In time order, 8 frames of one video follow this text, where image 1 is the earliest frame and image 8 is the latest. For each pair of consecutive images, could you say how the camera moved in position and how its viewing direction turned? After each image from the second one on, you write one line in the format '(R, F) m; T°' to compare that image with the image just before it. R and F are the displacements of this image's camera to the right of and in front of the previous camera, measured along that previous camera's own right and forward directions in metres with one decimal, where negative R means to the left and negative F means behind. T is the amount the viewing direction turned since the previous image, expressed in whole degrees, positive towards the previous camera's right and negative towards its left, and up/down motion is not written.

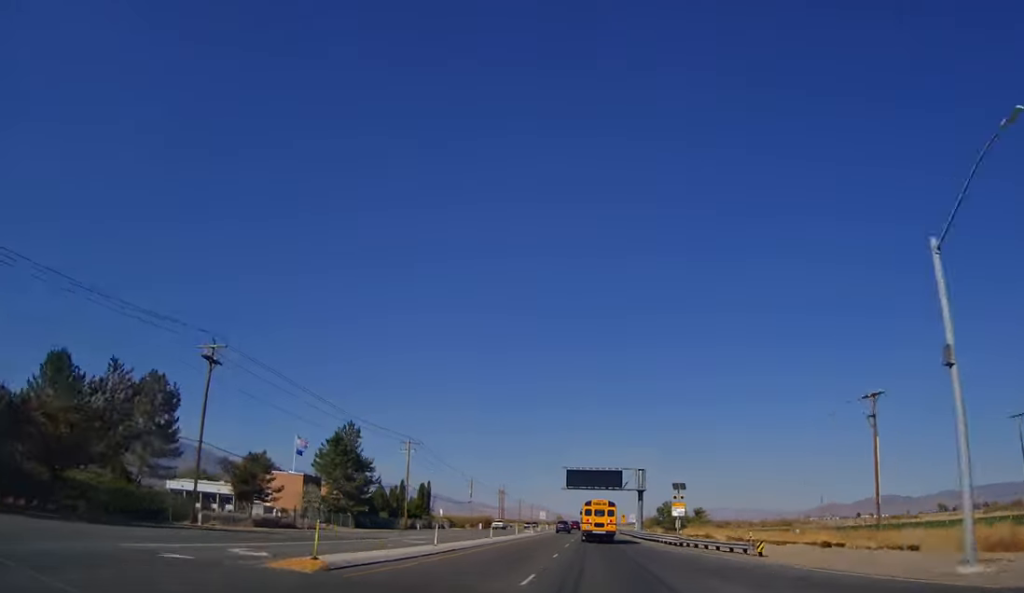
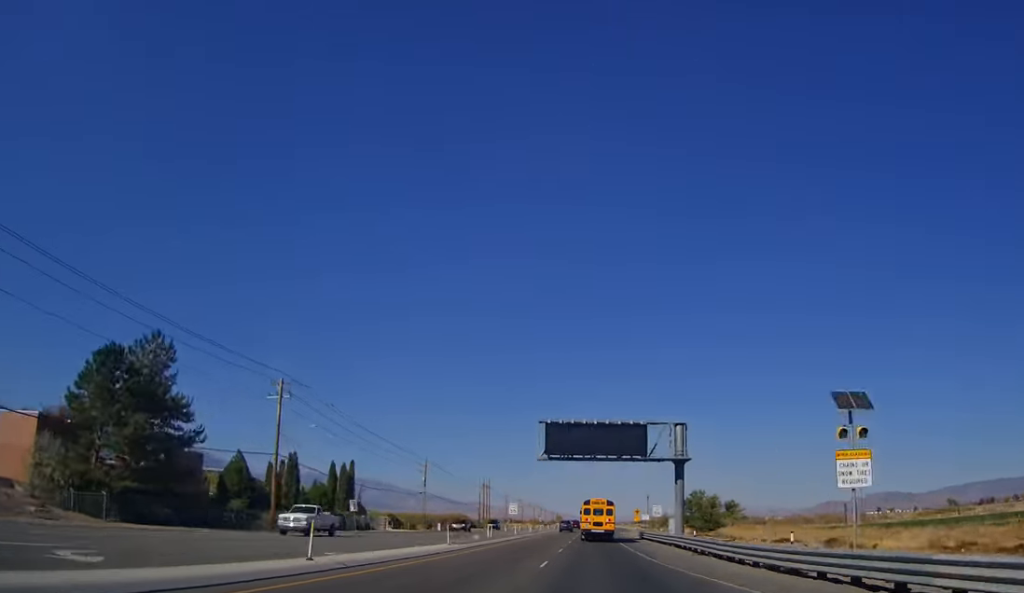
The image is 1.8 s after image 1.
(+0.1, +43.4) m; +1°
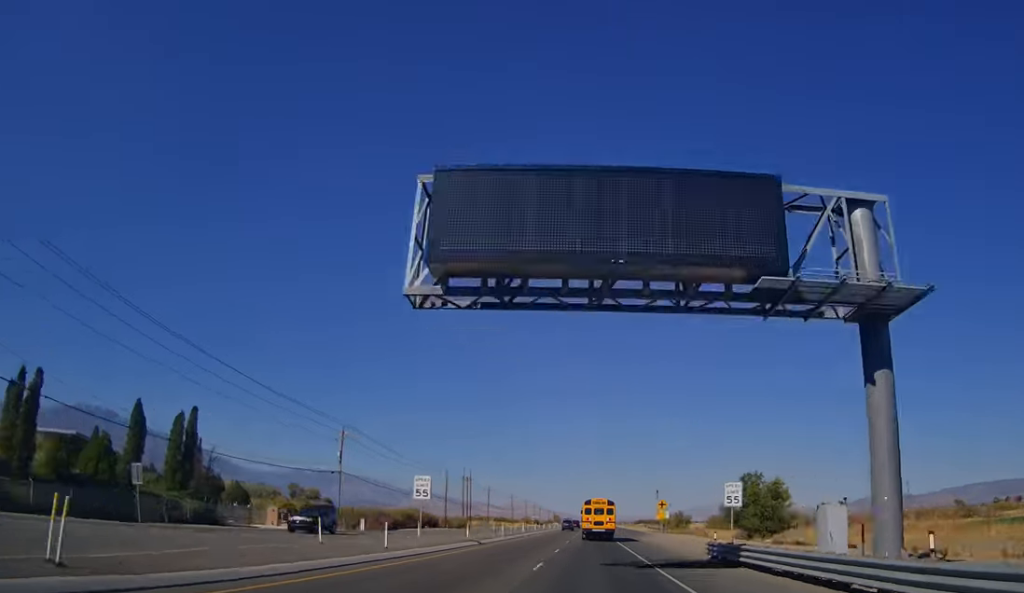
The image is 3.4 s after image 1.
(+0.7, +38.7) m; 0°
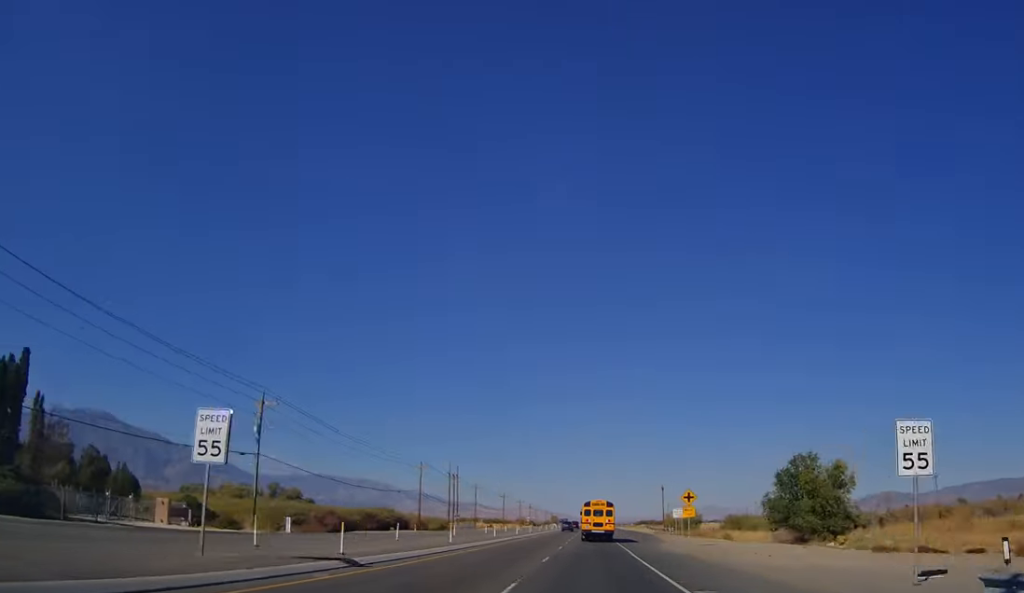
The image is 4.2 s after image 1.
(-0.3, +19.4) m; 0°
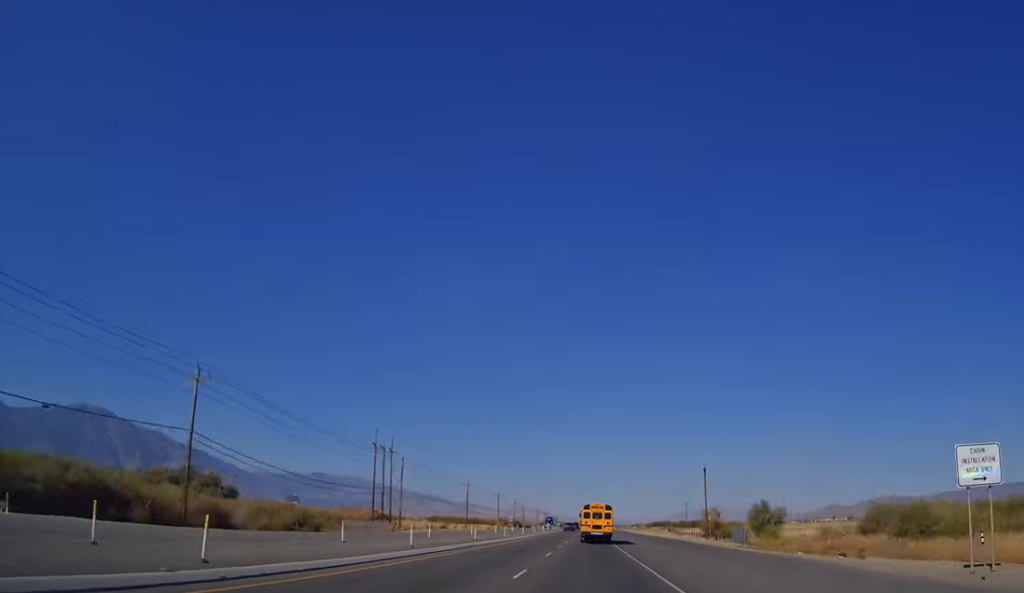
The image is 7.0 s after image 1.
(-0.3, +68.3) m; 0°
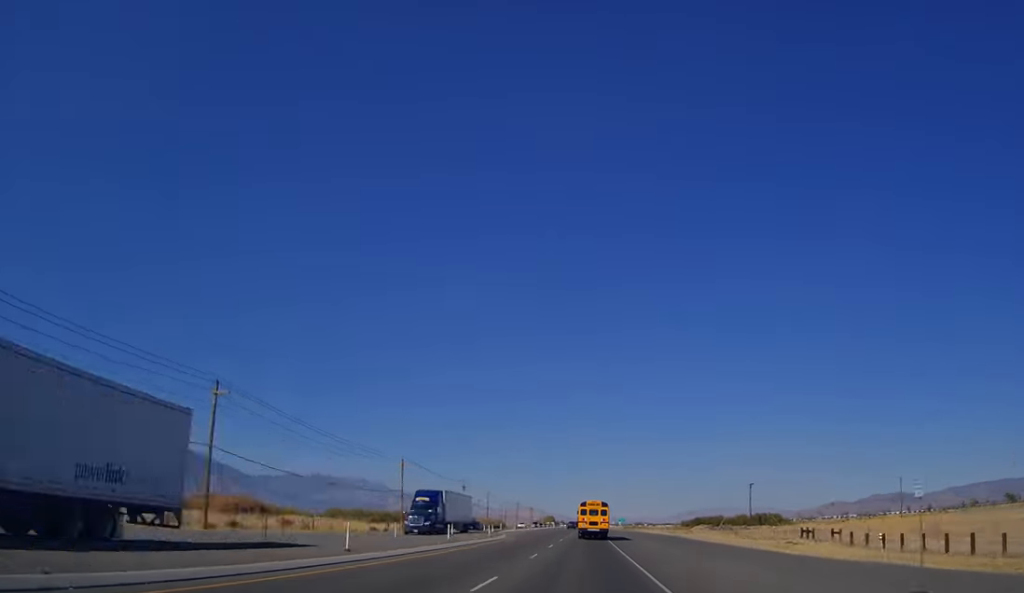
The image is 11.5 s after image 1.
(-0.7, +112.9) m; +1°
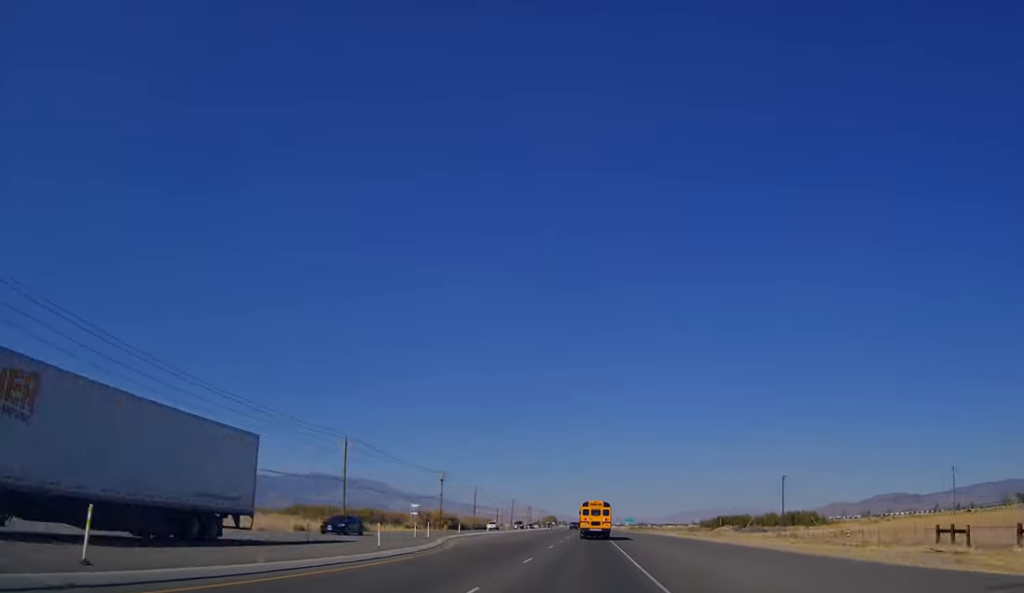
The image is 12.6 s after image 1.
(+0.7, +27.0) m; 0°
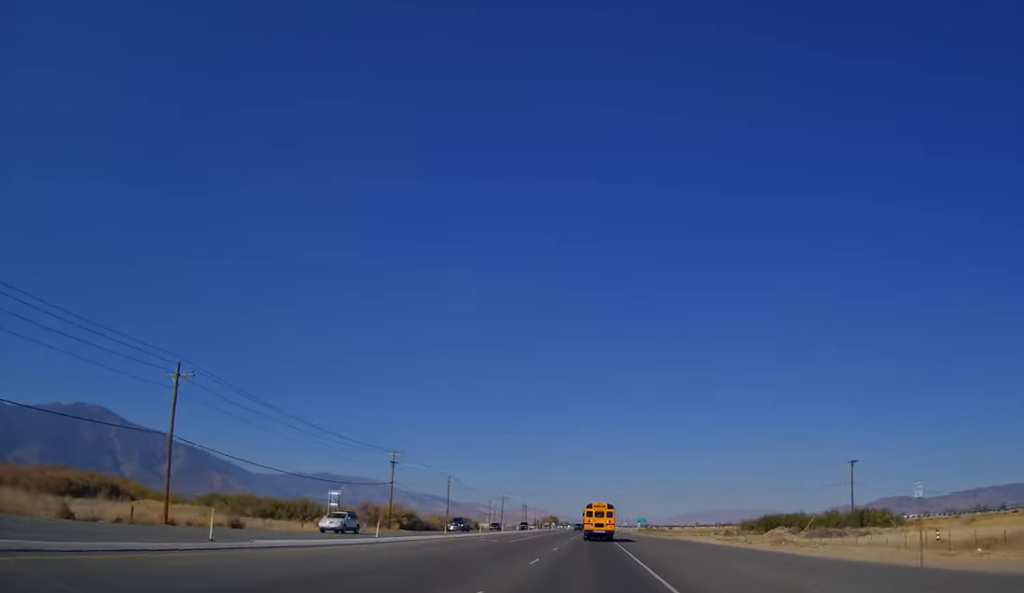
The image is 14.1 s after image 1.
(+0.2, +37.3) m; 0°
